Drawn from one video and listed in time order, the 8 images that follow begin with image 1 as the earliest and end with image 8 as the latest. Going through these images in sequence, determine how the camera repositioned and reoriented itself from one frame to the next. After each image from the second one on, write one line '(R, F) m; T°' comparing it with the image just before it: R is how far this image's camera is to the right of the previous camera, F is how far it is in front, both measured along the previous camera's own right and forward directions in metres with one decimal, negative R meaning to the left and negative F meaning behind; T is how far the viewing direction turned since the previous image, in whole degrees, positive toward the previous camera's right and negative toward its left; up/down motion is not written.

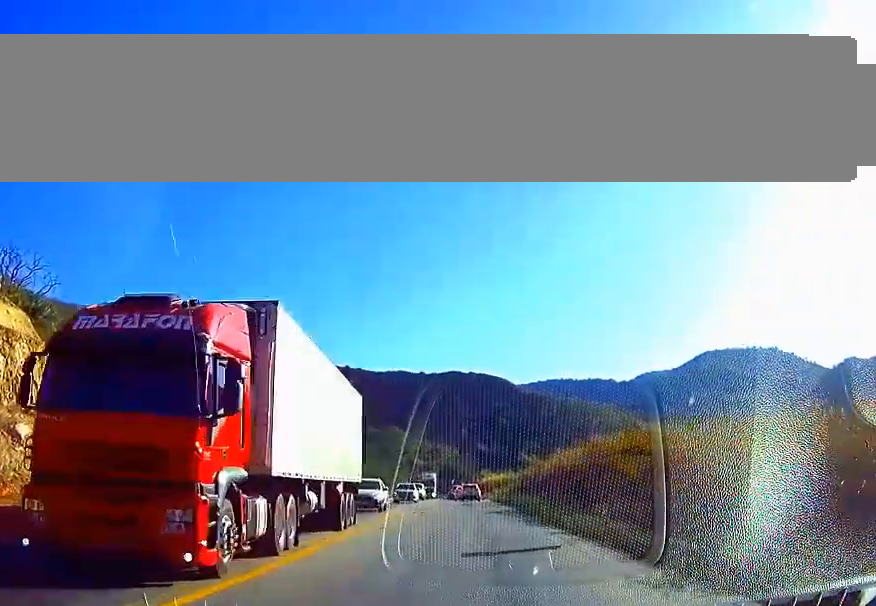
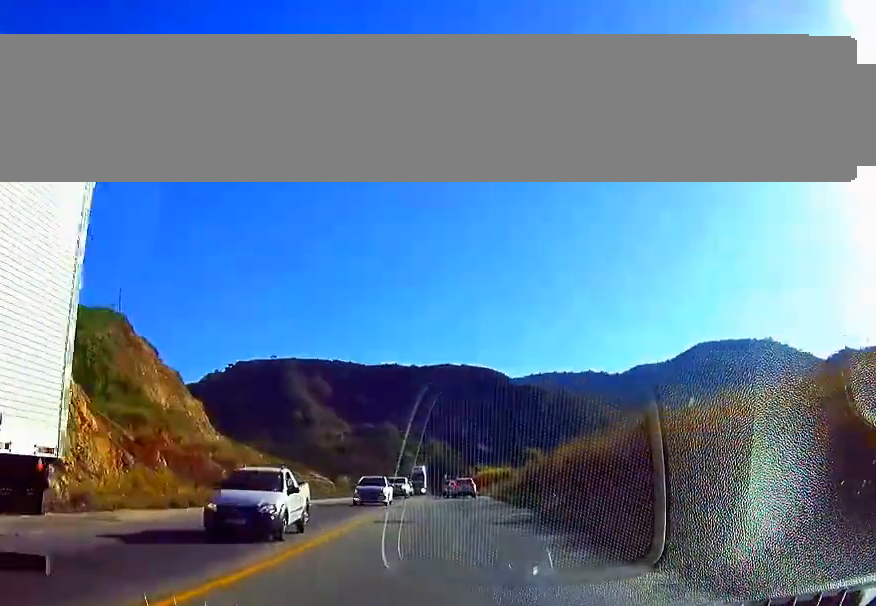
(0.0, +13.0) m; 0°
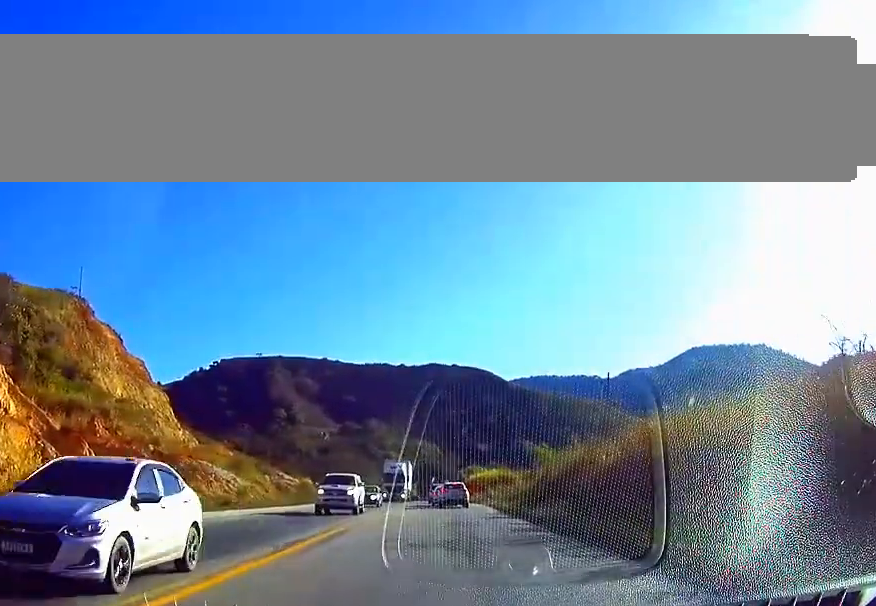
(0.0, +21.0) m; 0°
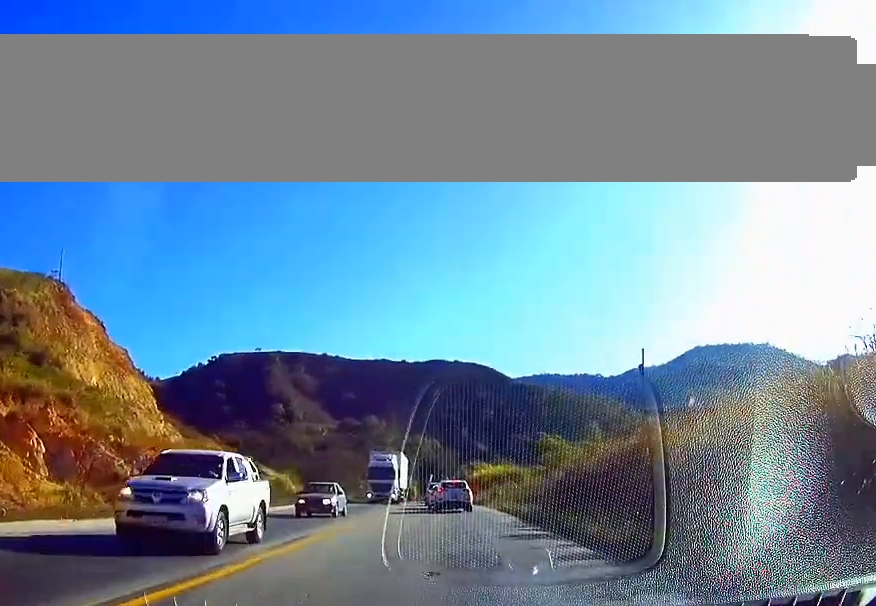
(0.0, +13.5) m; 0°
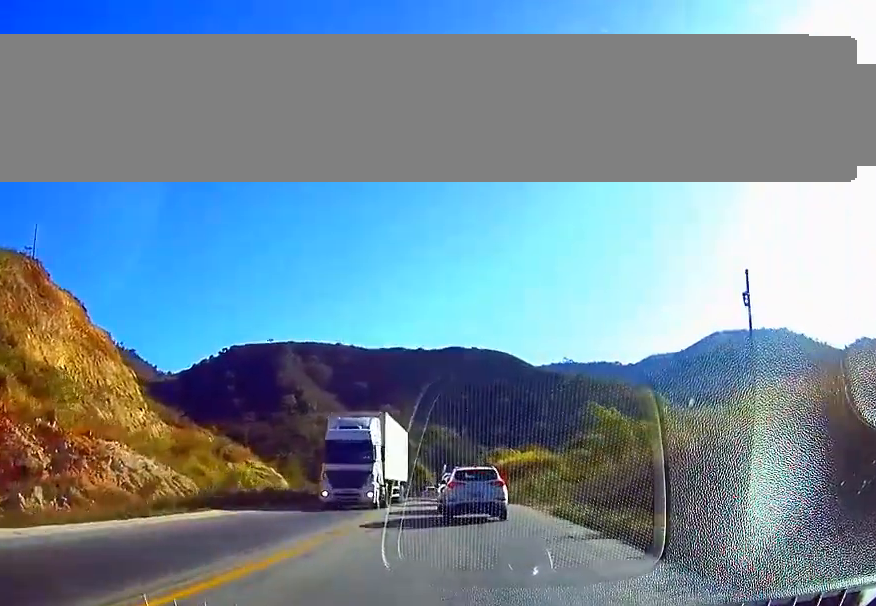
(0.0, +20.9) m; 0°
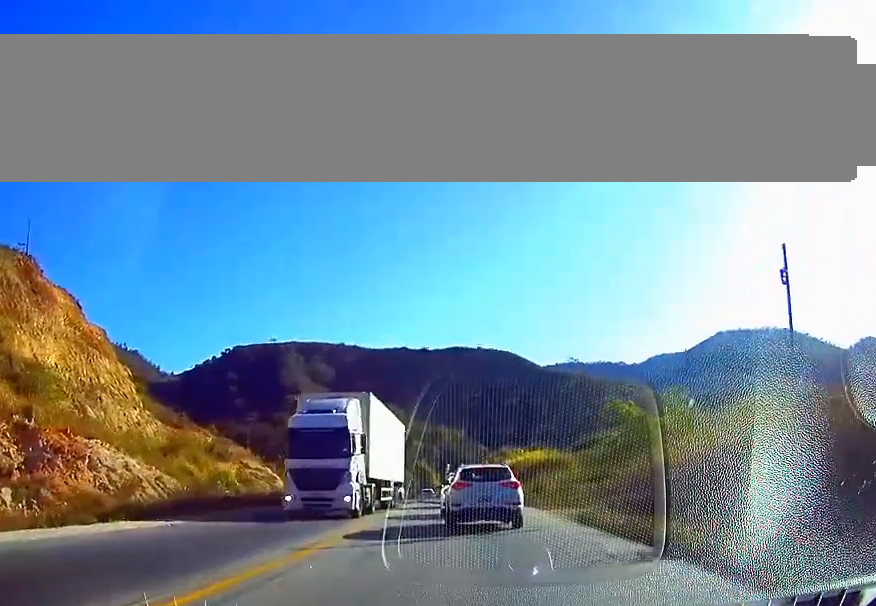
(0.0, +5.3) m; 0°
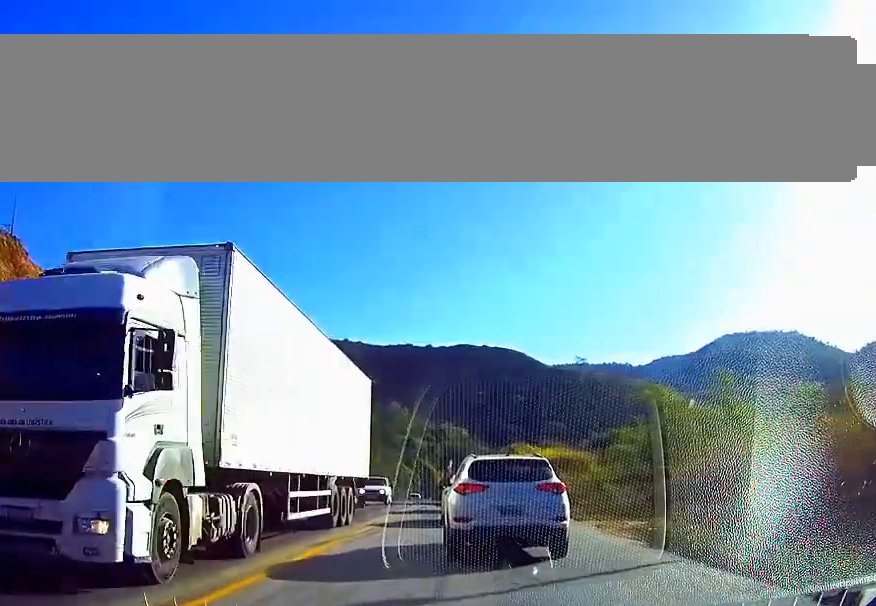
(0.0, +10.3) m; 0°
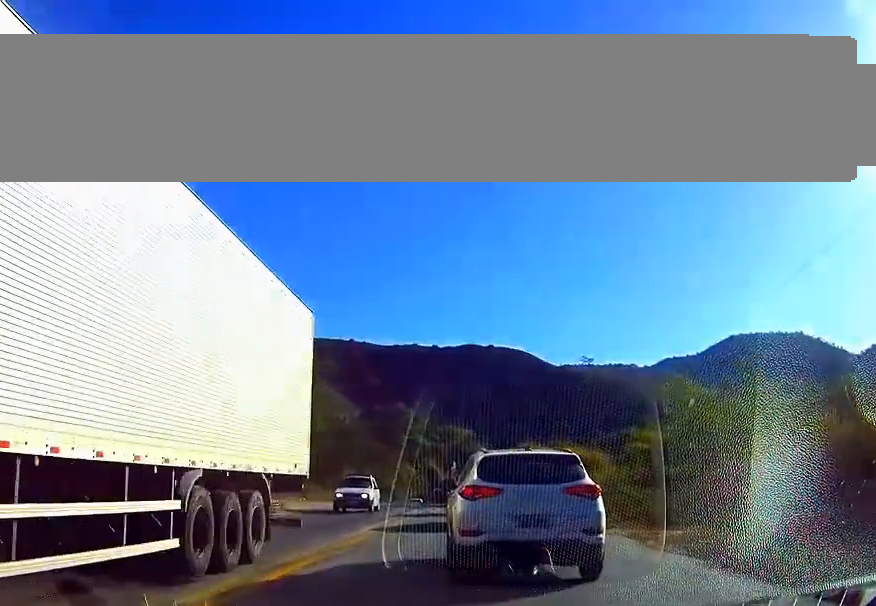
(0.0, +5.0) m; +1°
